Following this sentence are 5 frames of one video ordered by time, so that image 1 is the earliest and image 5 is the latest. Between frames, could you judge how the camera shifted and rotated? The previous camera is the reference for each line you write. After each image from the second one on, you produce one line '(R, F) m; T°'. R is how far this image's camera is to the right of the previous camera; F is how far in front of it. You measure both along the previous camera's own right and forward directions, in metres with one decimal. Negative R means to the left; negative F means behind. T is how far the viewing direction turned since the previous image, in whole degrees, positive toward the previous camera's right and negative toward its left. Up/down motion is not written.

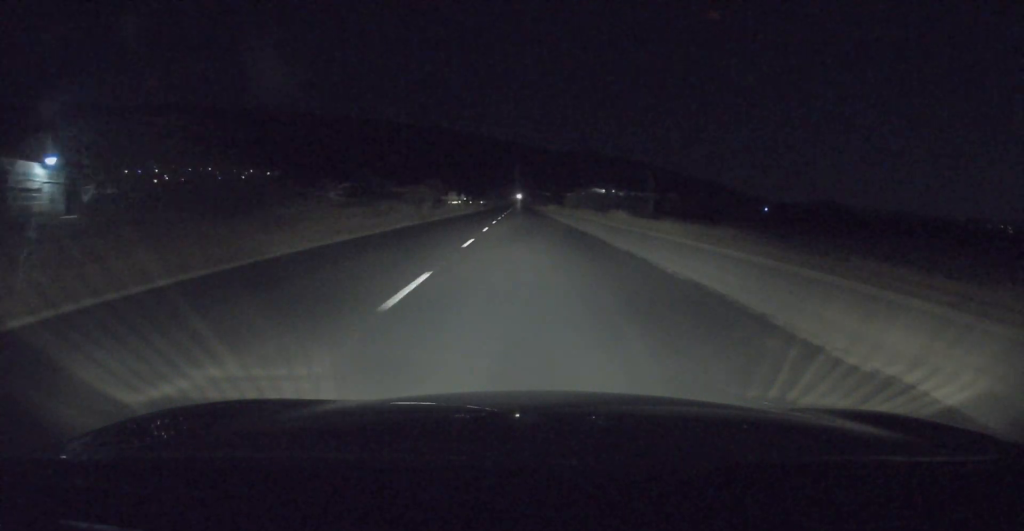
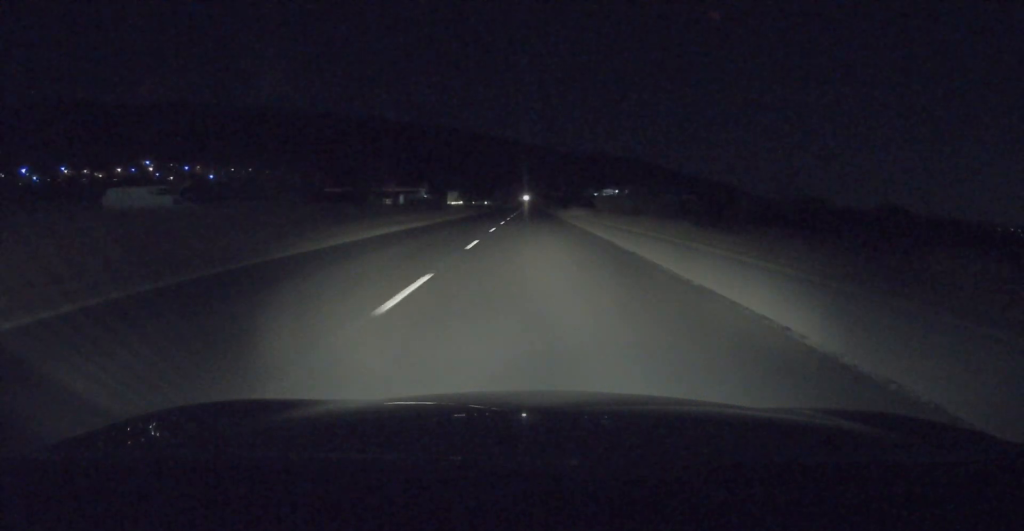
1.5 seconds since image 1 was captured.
(+0.6, +35.8) m; +1°
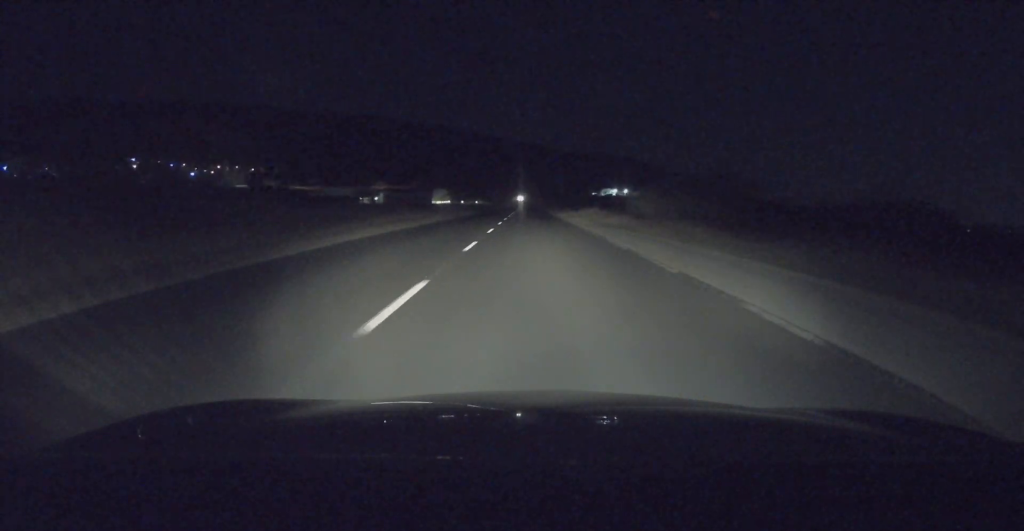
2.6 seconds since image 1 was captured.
(0.0, +27.1) m; 0°
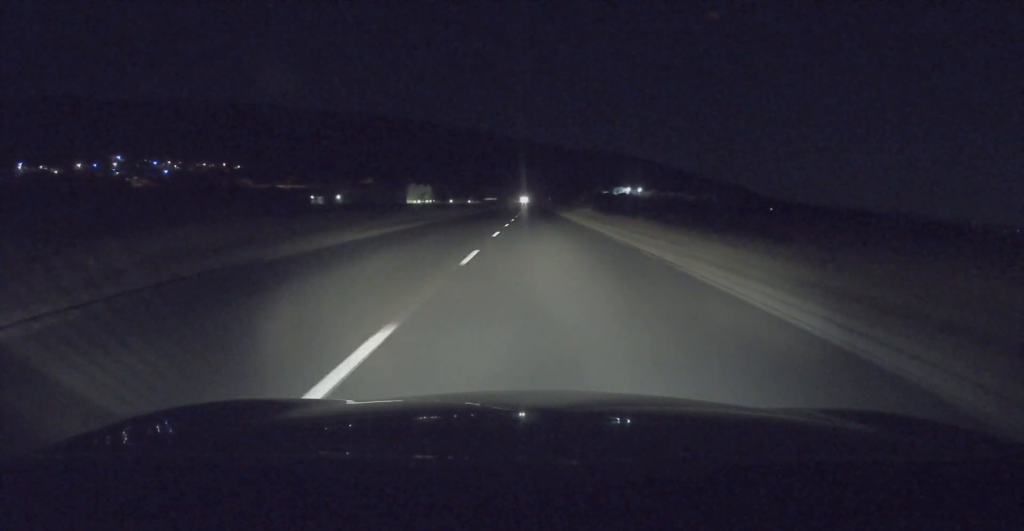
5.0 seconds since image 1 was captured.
(+0.1, +56.2) m; 0°
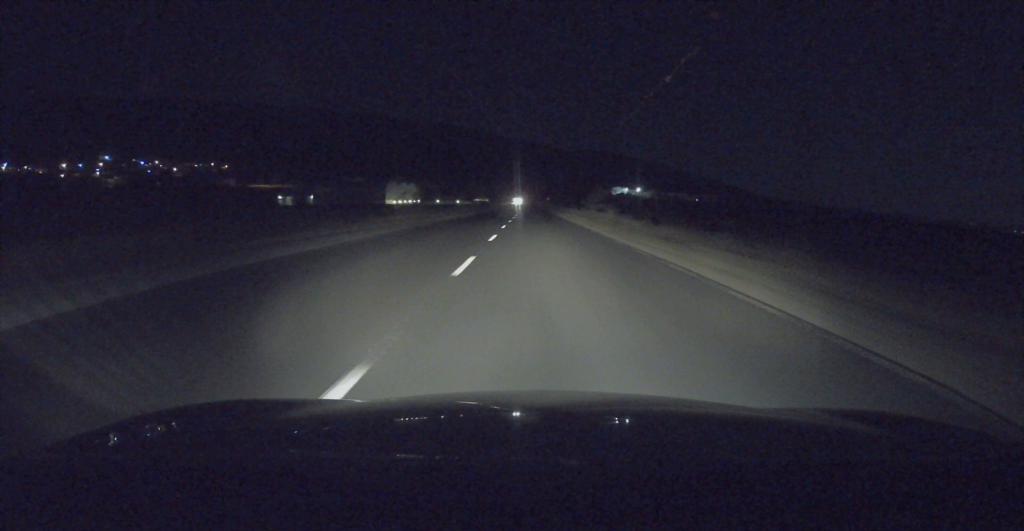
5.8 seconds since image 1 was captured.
(0.0, +19.2) m; -1°
